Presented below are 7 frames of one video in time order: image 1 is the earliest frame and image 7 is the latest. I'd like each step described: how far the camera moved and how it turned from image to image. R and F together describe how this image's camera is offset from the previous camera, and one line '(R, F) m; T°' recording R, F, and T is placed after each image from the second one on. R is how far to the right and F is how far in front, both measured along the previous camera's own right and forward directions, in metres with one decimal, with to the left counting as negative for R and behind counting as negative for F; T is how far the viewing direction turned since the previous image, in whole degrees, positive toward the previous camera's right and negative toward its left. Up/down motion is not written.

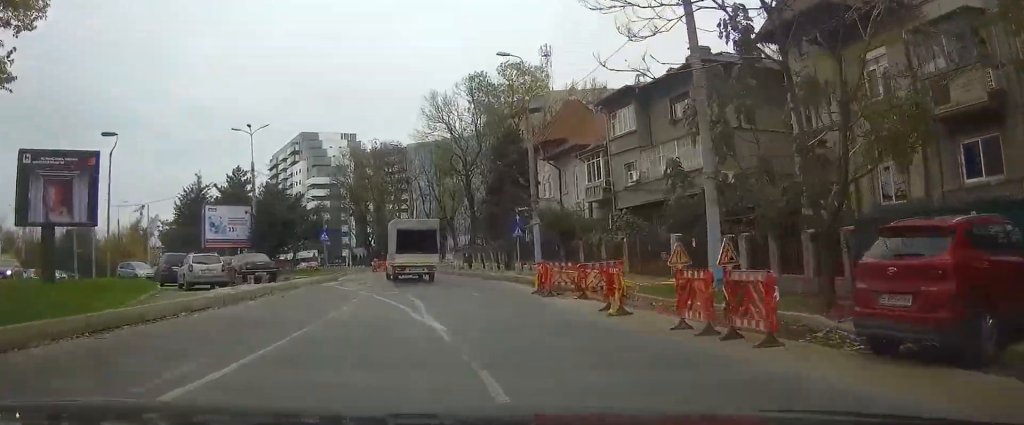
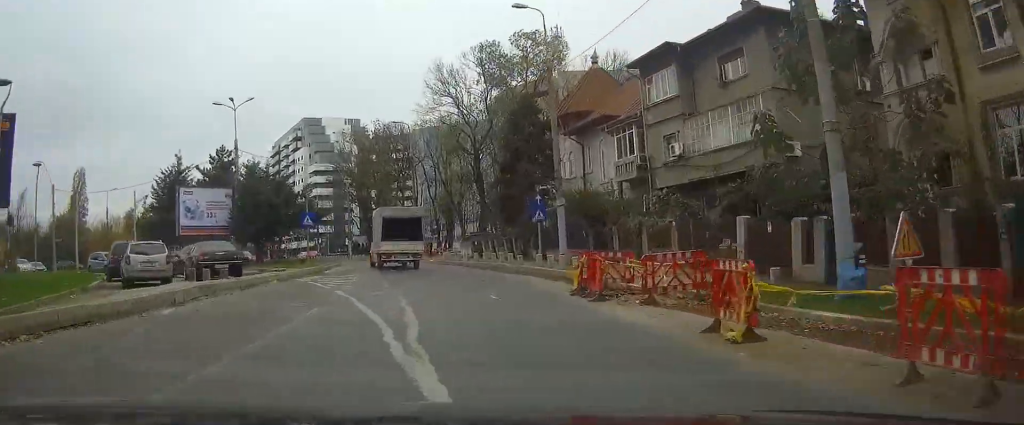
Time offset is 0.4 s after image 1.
(0.0, +6.5) m; -1°
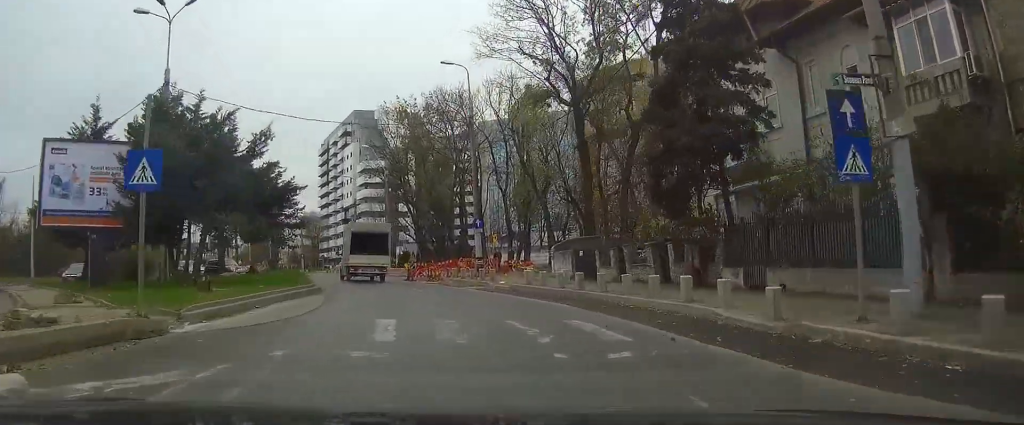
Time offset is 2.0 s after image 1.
(-1.0, +23.0) m; -6°
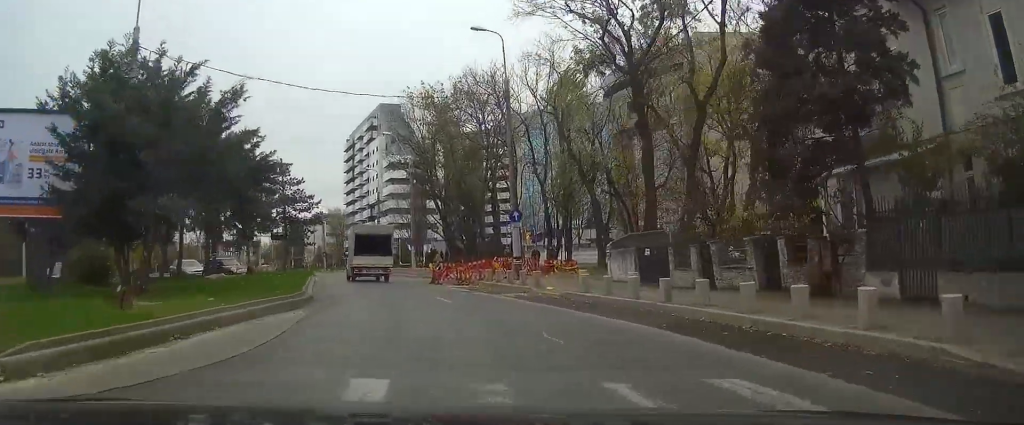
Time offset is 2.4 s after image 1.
(-0.1, +6.2) m; -2°
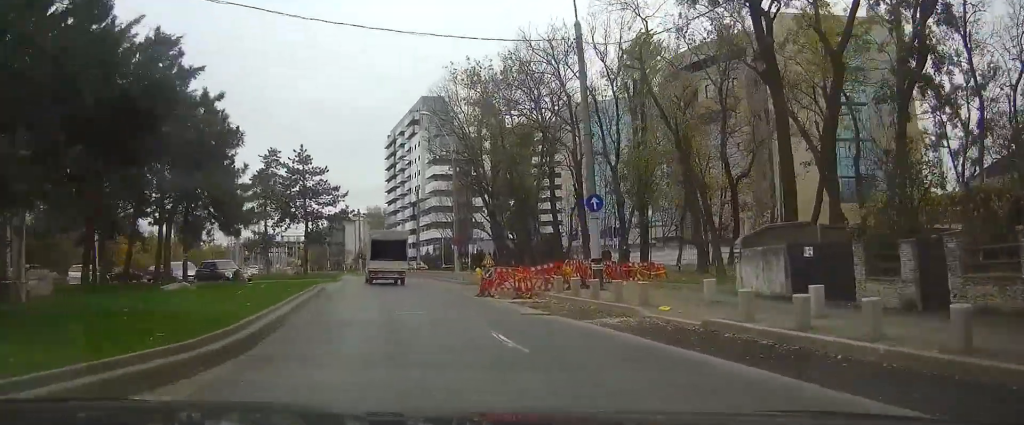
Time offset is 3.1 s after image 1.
(-0.3, +9.0) m; -3°
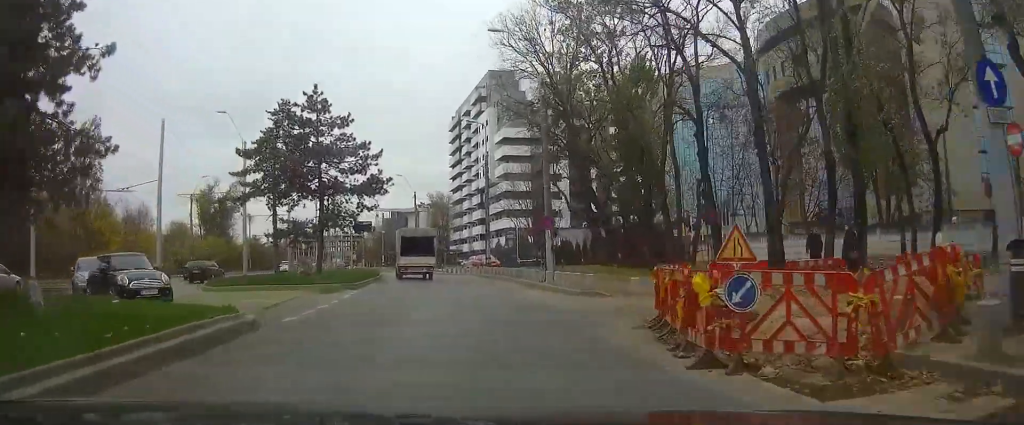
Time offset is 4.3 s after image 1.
(-0.8, +17.1) m; -4°
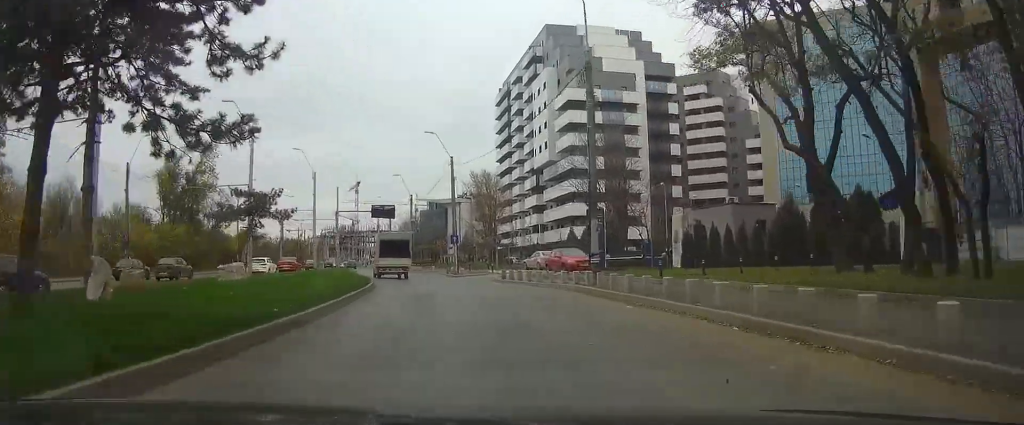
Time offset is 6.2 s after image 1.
(-0.9, +26.5) m; -4°
